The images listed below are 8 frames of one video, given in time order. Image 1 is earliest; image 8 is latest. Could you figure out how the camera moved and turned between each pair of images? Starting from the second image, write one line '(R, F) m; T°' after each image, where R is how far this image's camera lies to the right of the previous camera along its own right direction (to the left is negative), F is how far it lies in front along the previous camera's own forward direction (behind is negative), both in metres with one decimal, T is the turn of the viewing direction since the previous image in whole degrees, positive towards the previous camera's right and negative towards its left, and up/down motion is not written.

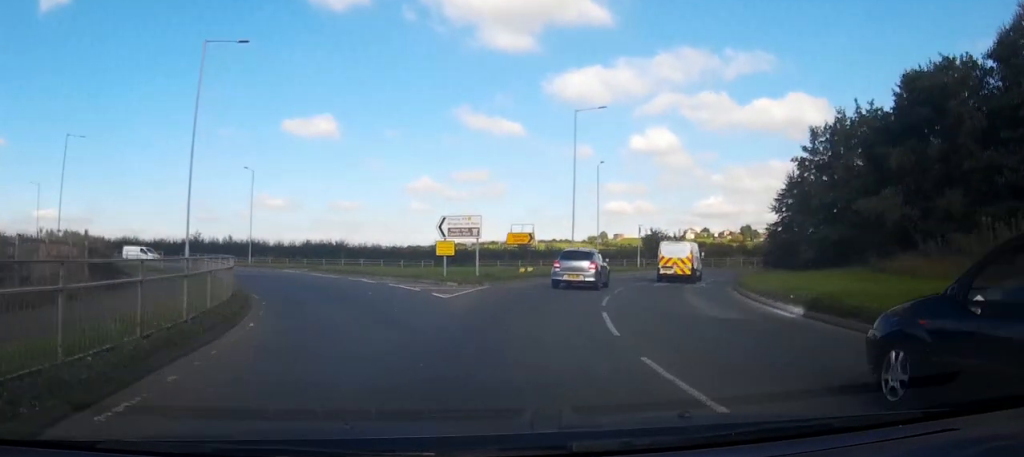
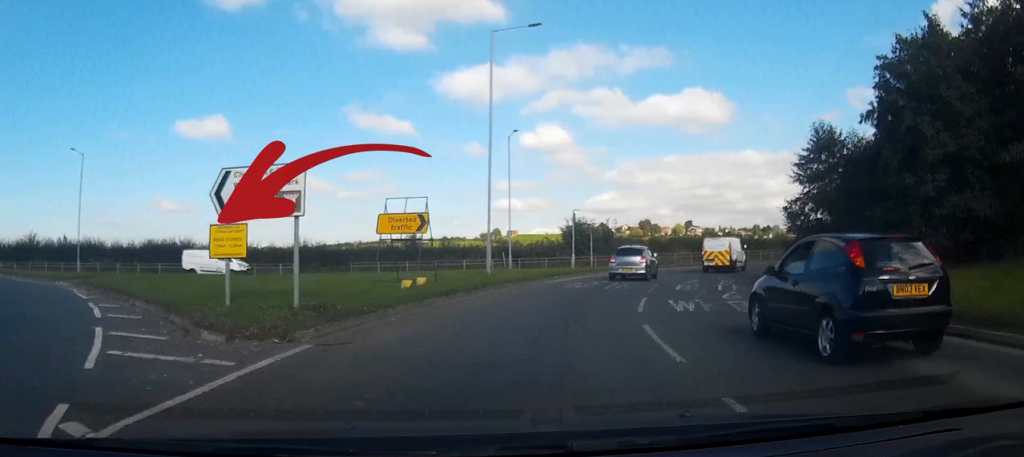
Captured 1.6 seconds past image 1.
(+0.7, +13.9) m; +8°
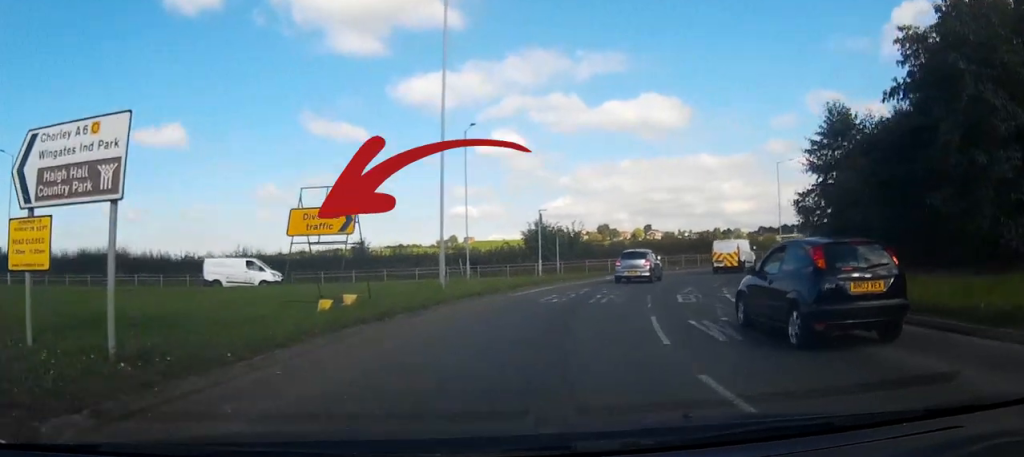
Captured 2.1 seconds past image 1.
(+0.1, +4.4) m; +3°
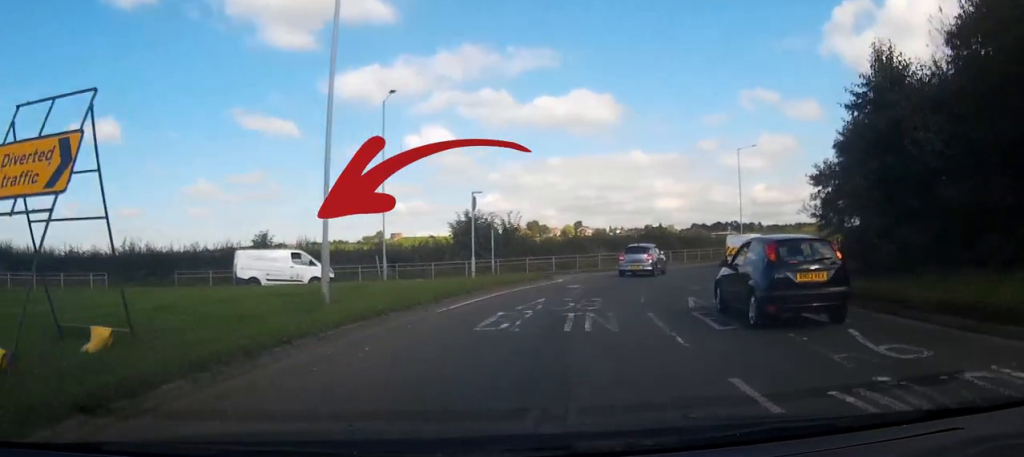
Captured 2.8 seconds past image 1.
(+0.1, +6.9) m; +5°
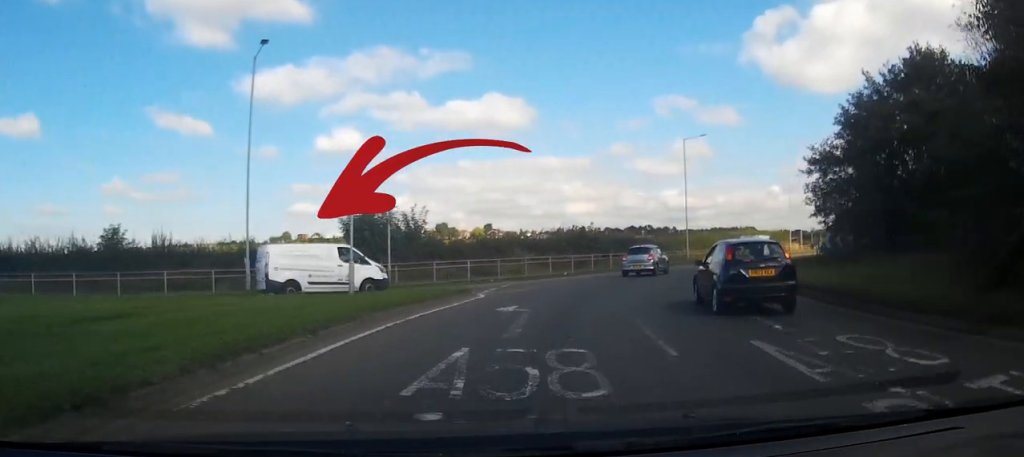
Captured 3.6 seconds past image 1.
(+0.6, +8.2) m; +7°
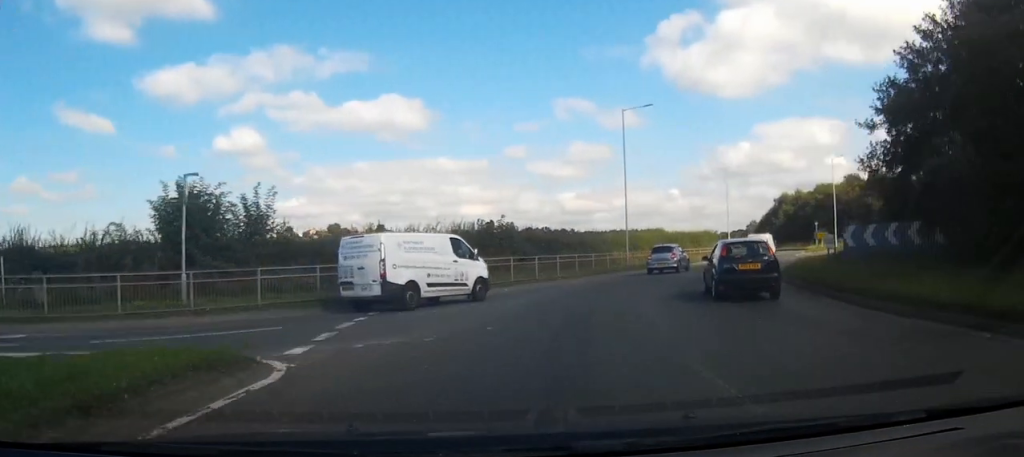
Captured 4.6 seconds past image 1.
(+1.0, +11.4) m; +11°
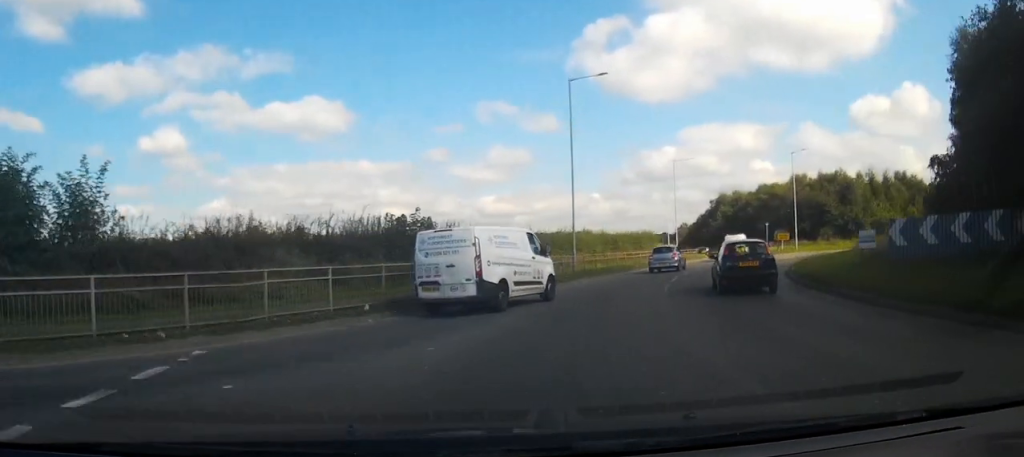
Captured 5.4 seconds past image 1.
(+0.6, +8.3) m; +6°
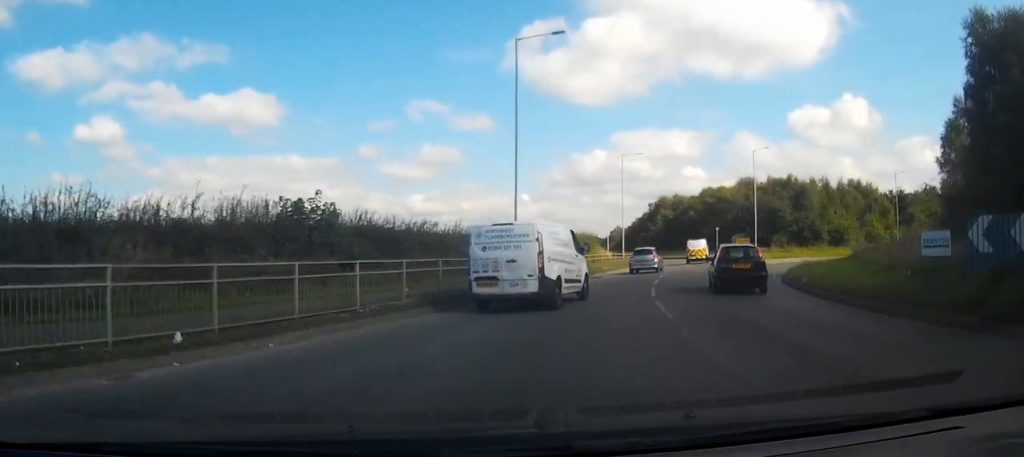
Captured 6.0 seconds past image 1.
(+0.3, +7.0) m; +5°
